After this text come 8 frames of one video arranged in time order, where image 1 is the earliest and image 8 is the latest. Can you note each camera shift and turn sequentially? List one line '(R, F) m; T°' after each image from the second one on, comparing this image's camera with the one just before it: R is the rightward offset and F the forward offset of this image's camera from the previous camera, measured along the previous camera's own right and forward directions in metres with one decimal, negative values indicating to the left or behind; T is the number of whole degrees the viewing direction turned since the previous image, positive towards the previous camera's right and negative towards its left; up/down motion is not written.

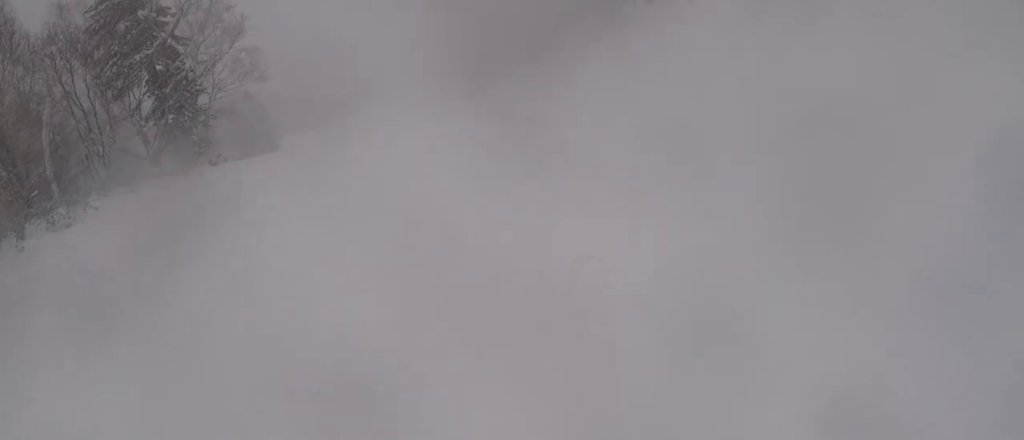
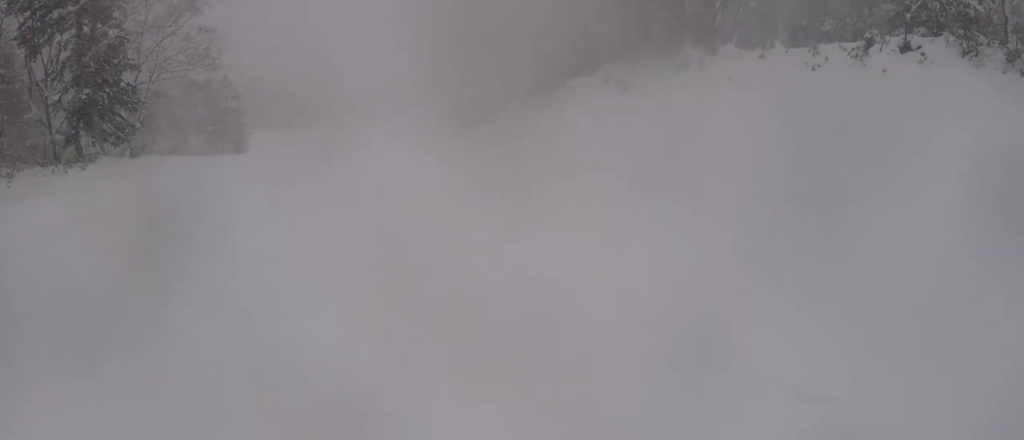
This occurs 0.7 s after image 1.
(+0.1, +7.4) m; -2°
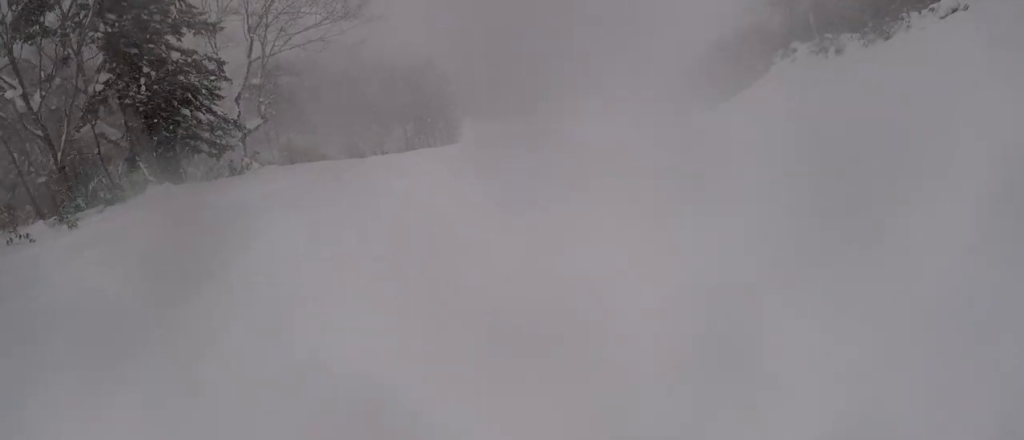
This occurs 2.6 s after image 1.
(-2.3, +17.7) m; -4°
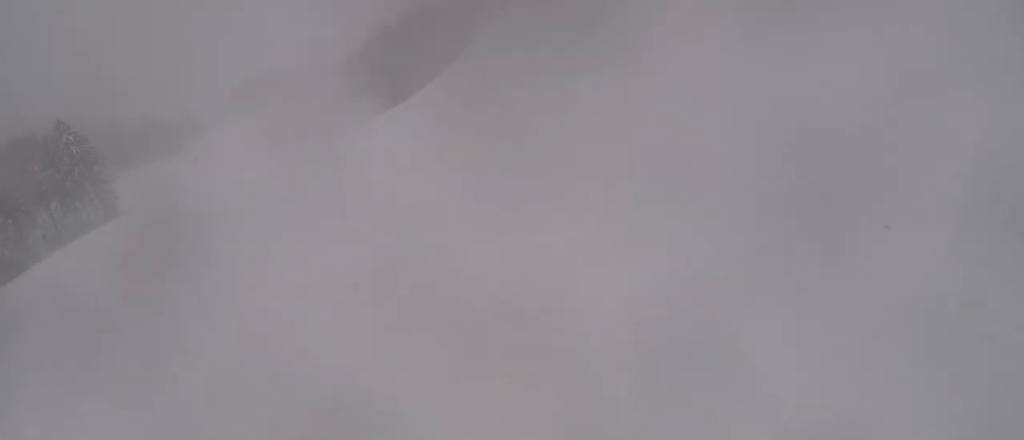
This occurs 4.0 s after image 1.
(+1.9, +12.0) m; +9°
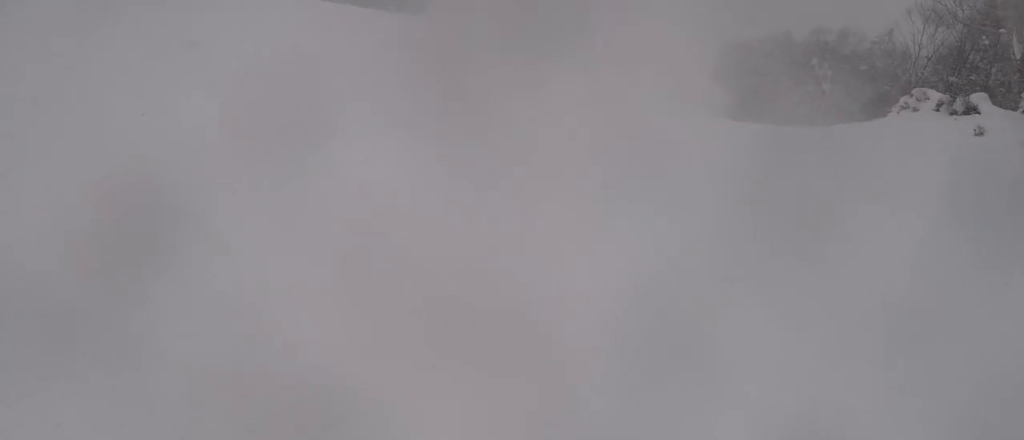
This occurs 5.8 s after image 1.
(-0.4, +13.9) m; -17°
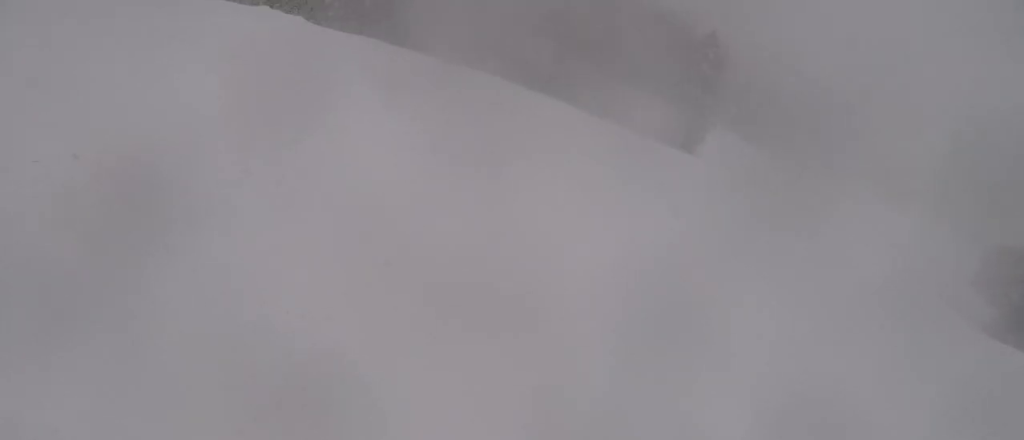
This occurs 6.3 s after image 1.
(-0.3, +3.5) m; -15°
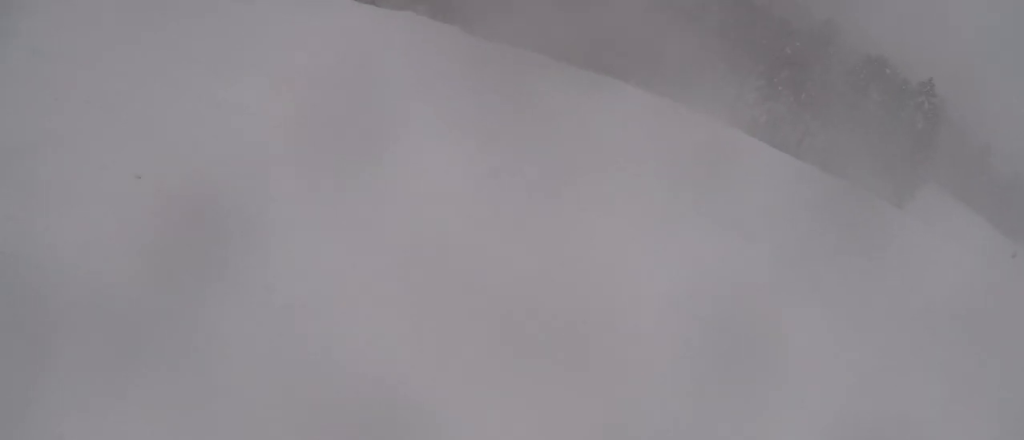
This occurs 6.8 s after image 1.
(-0.4, +2.6) m; -13°
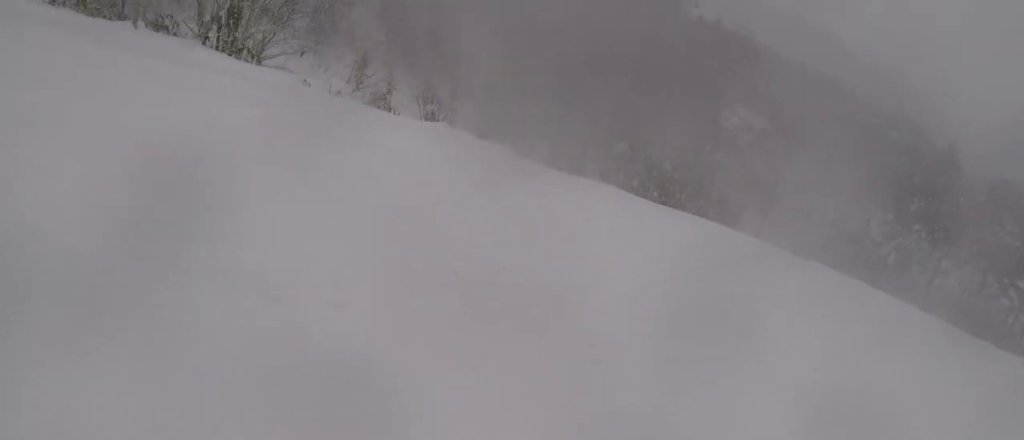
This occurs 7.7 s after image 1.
(-1.2, +4.5) m; -26°
